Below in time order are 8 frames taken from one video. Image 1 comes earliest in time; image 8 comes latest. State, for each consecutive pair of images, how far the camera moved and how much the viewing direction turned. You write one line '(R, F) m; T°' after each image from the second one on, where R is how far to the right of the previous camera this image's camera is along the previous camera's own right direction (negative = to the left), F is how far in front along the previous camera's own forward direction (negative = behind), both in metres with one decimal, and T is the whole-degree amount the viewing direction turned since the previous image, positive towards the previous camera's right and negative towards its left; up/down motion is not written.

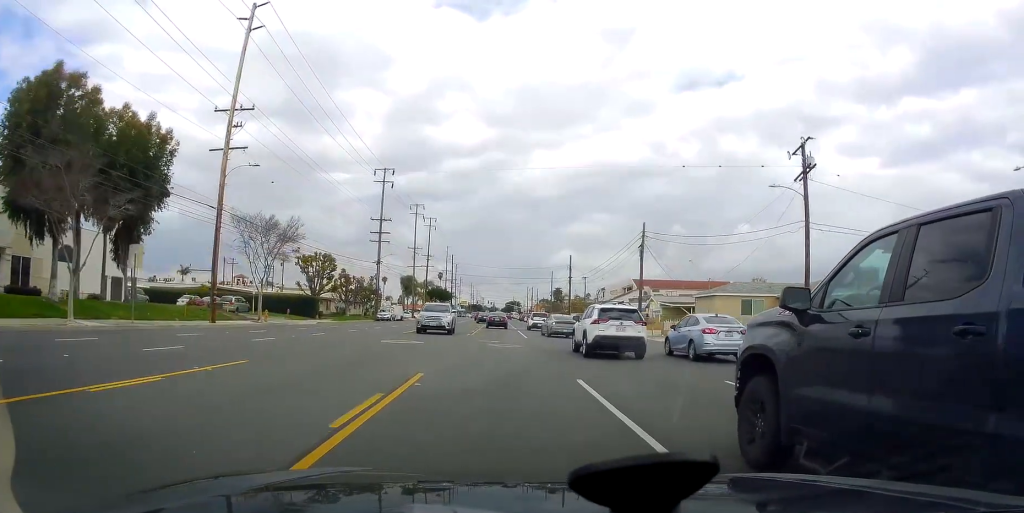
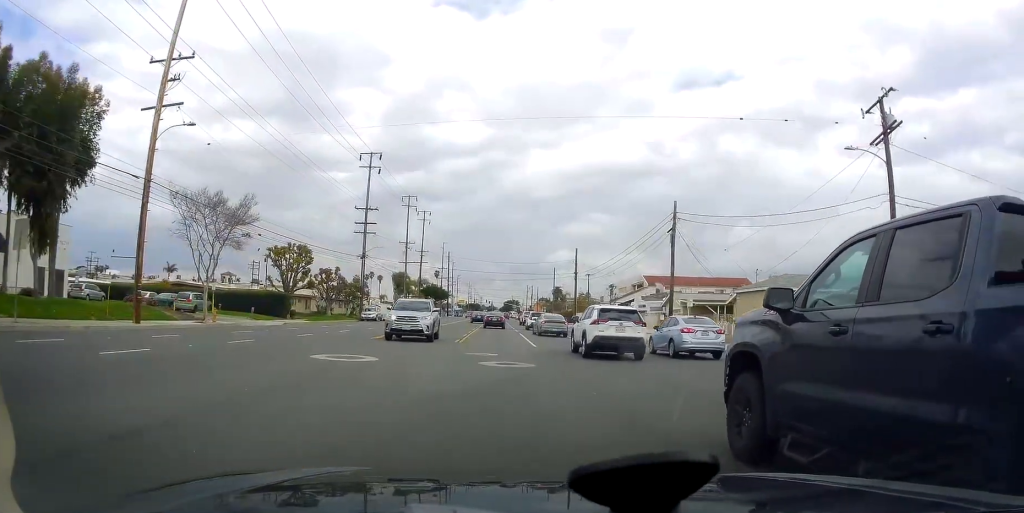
(0.0, +9.0) m; 0°
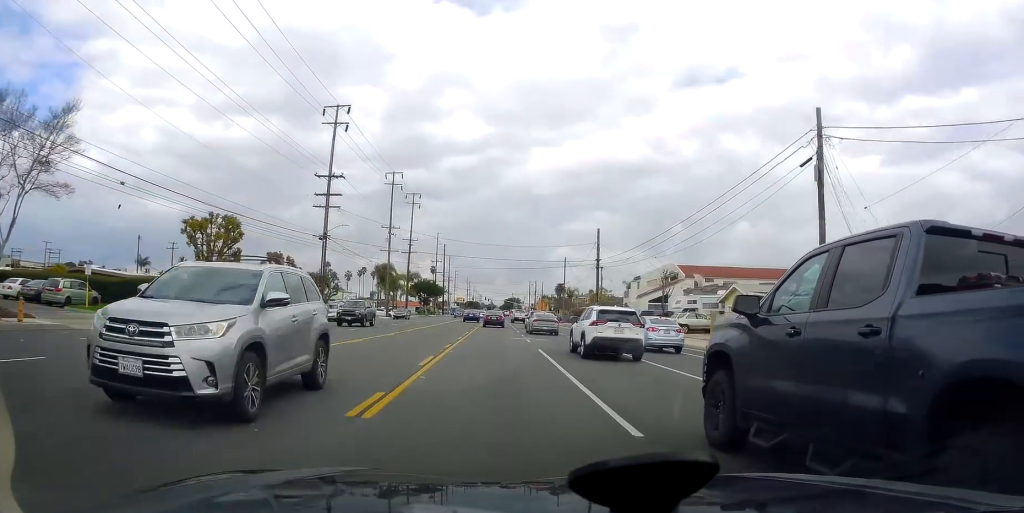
(0.0, +18.6) m; 0°
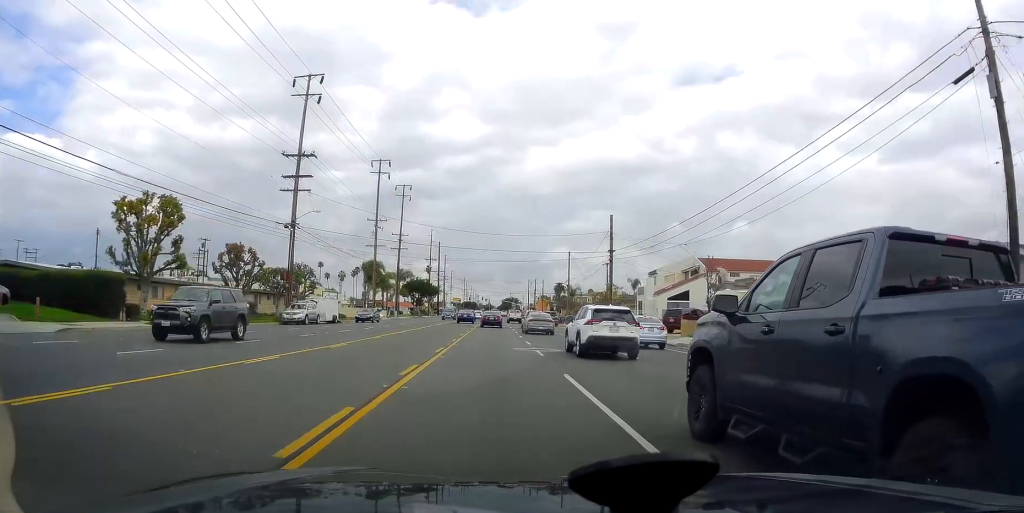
(0.0, +9.2) m; 0°
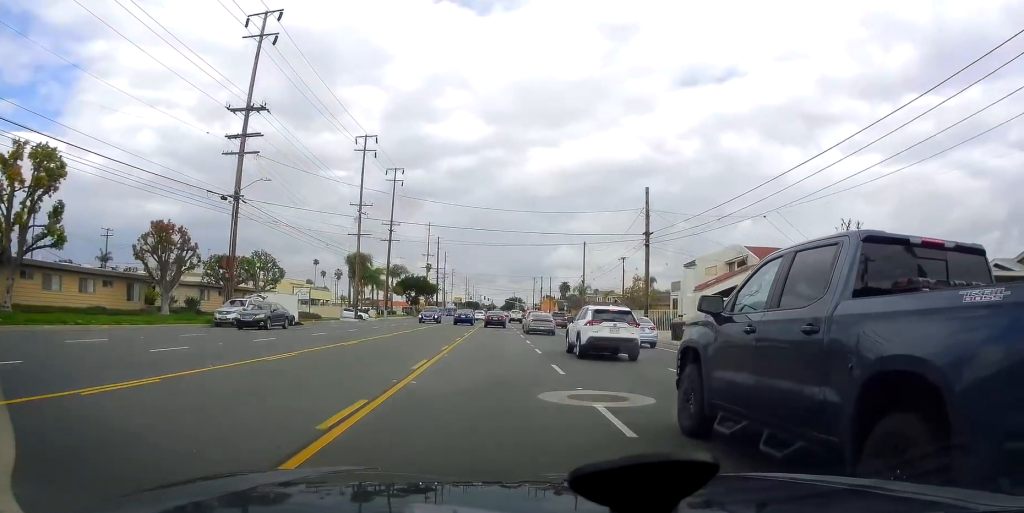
(0.0, +12.2) m; 0°
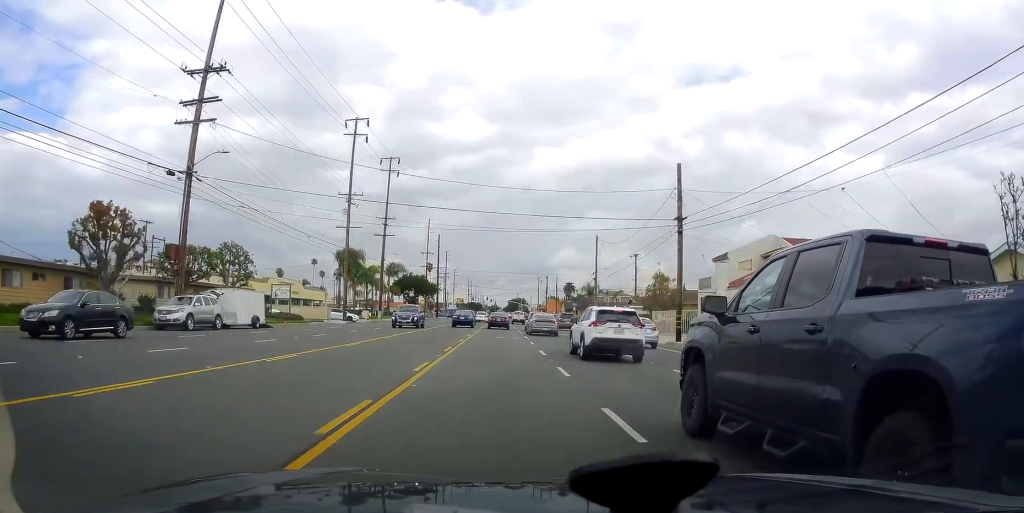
(0.0, +7.0) m; 0°
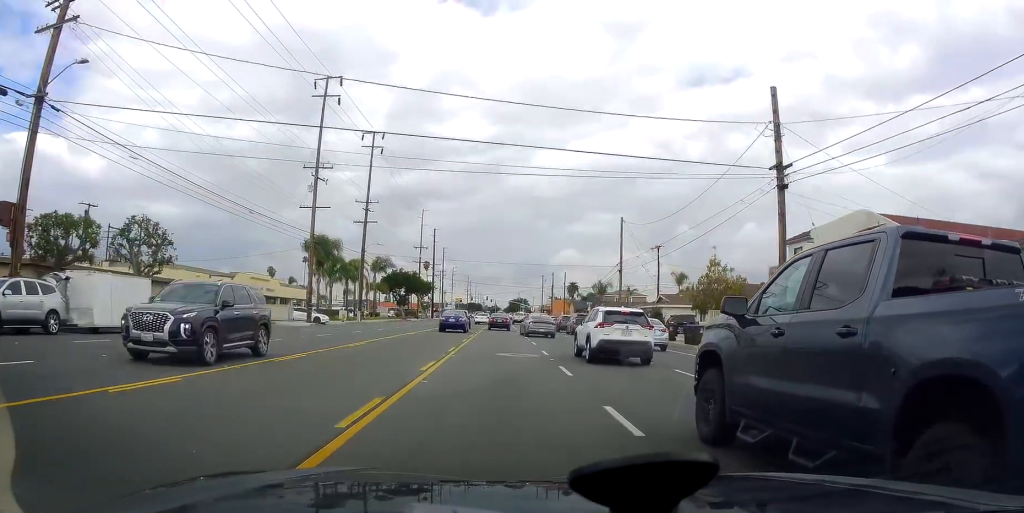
(0.0, +13.0) m; 0°
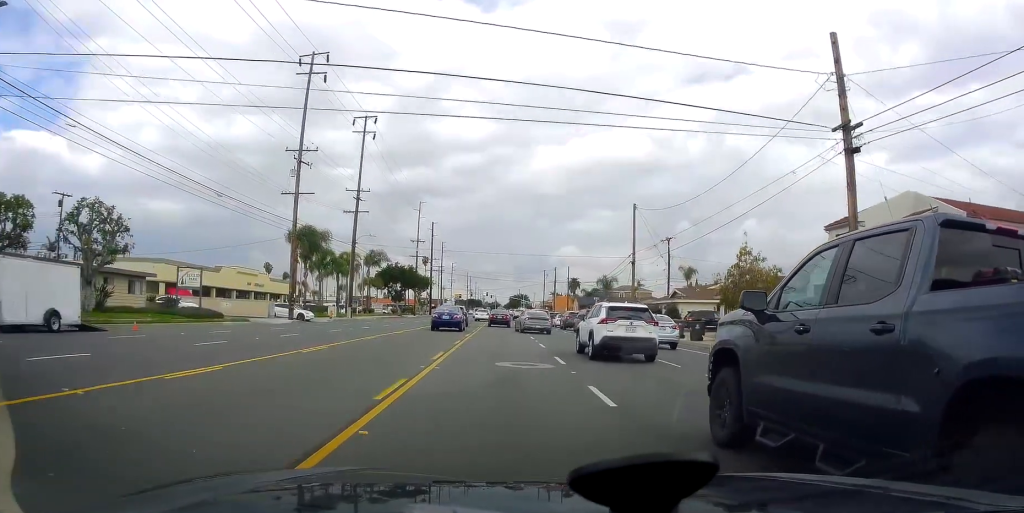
(0.0, +4.9) m; 0°
